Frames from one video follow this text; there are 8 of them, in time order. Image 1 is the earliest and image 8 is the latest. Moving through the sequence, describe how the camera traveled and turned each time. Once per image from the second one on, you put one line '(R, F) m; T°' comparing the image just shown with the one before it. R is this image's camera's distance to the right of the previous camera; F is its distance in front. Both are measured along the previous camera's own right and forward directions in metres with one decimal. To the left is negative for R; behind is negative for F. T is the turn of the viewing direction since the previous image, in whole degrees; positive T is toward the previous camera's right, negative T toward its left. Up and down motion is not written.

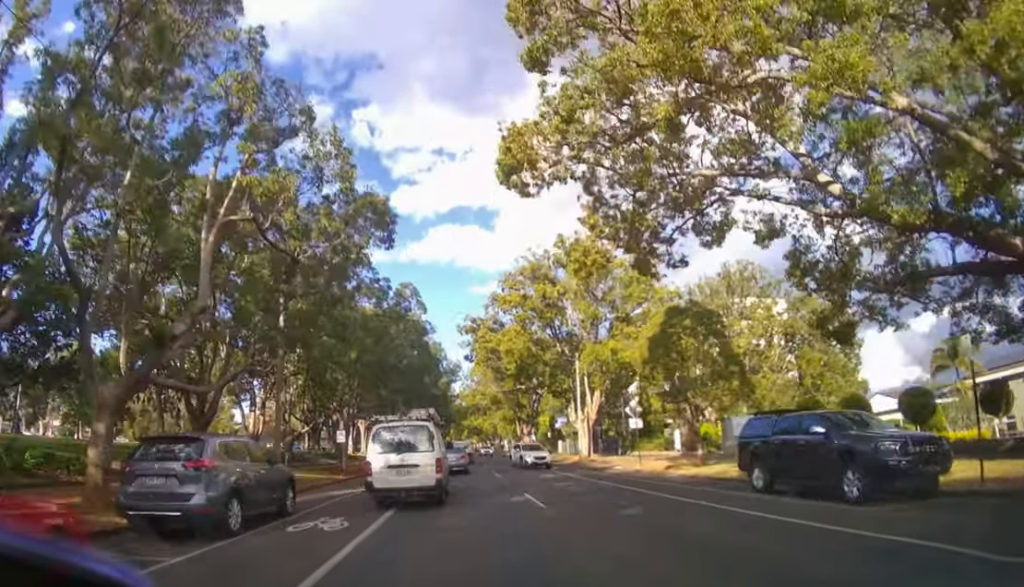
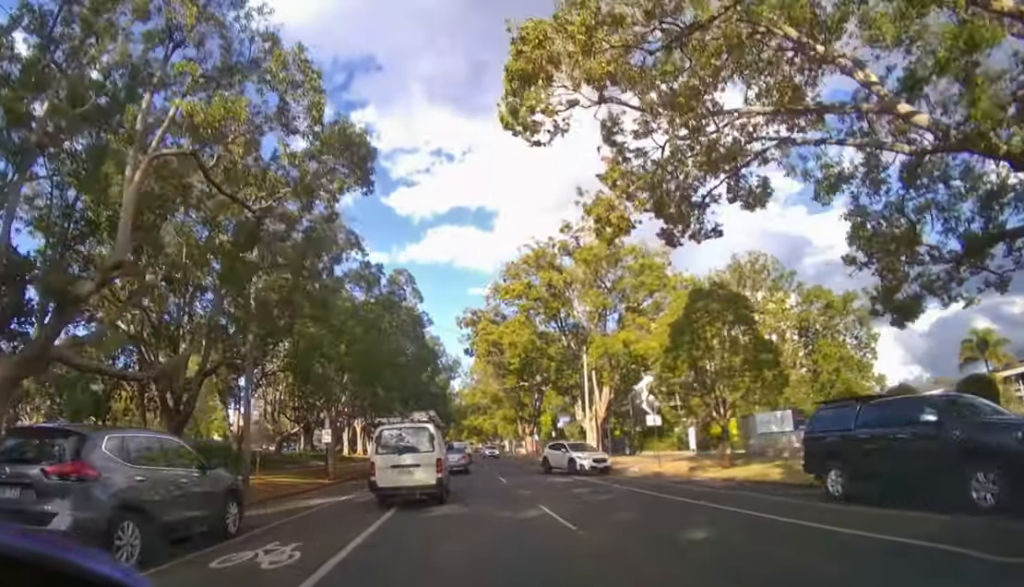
(0.0, +2.7) m; +2°
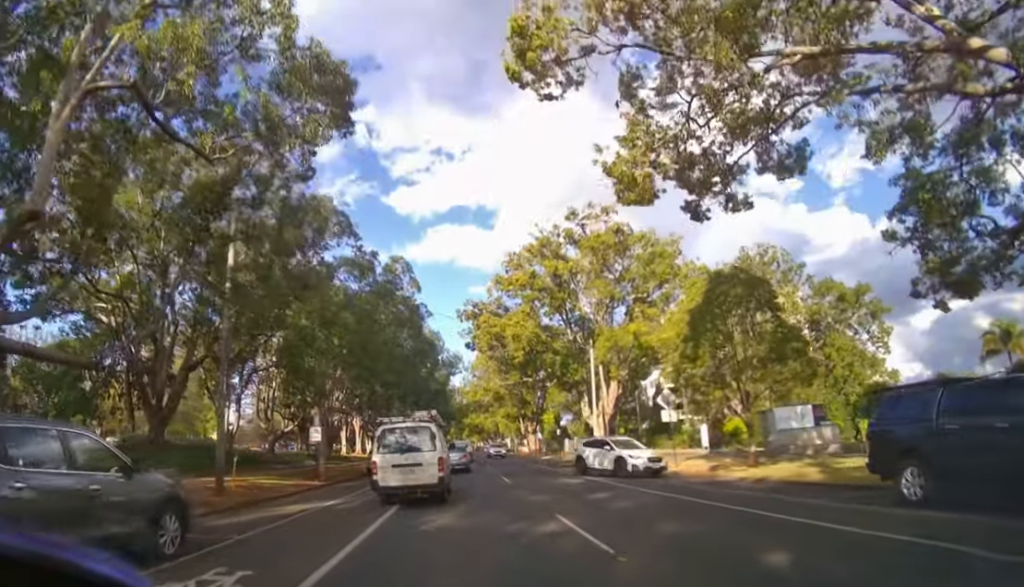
(+0.1, +1.8) m; +1°
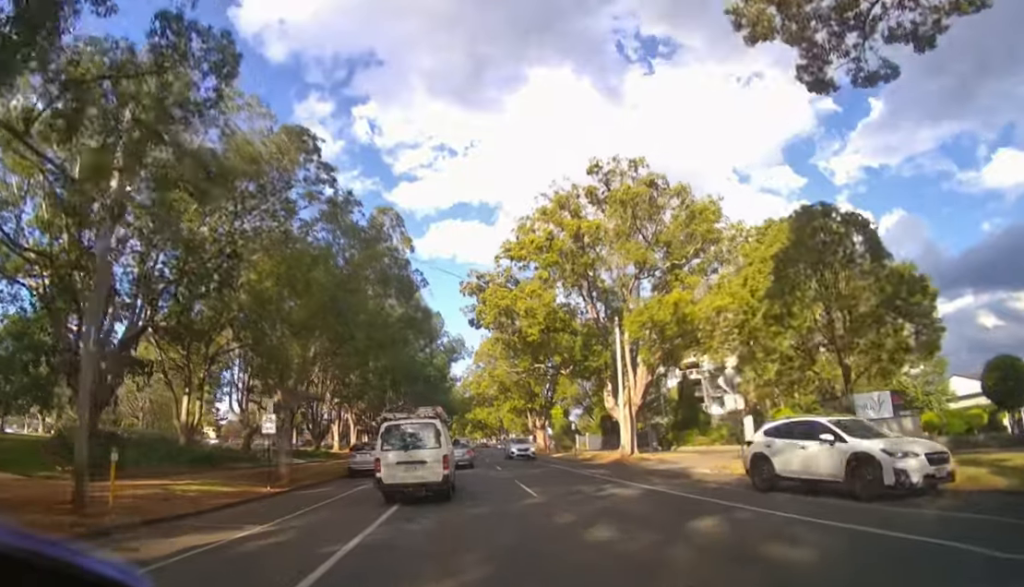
(+0.1, +6.1) m; +1°
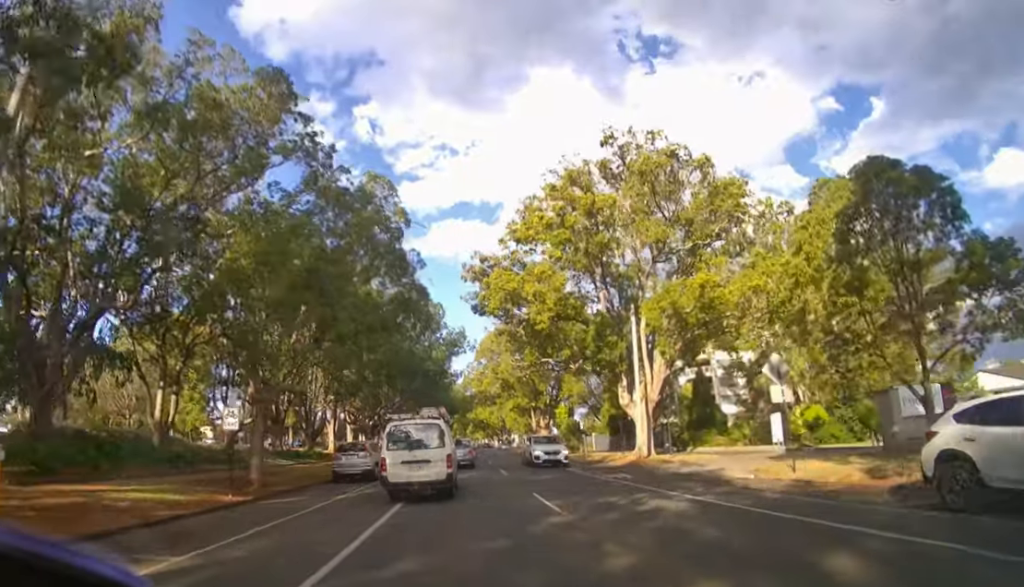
(0.0, +3.0) m; -1°
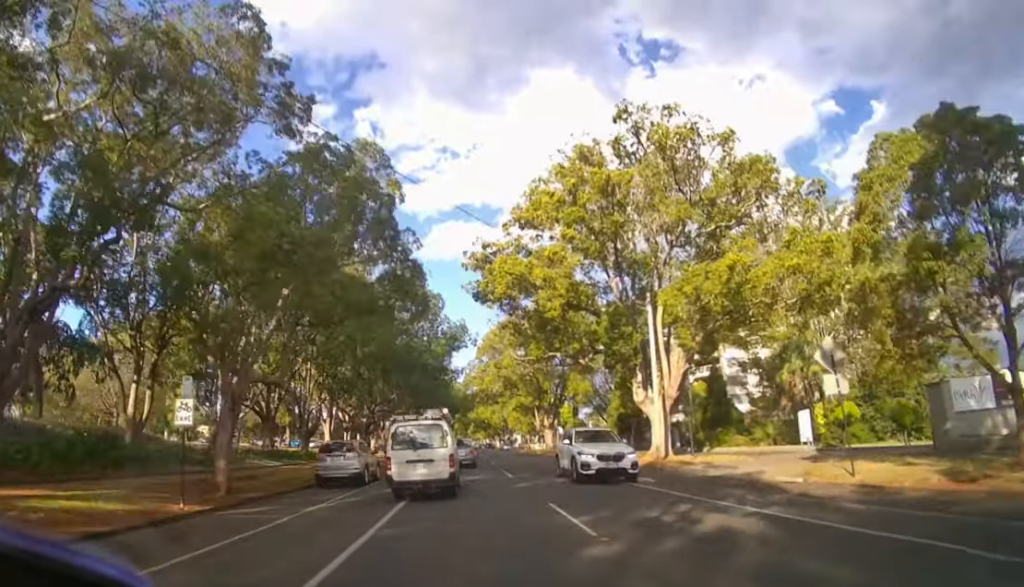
(0.0, +2.5) m; -1°
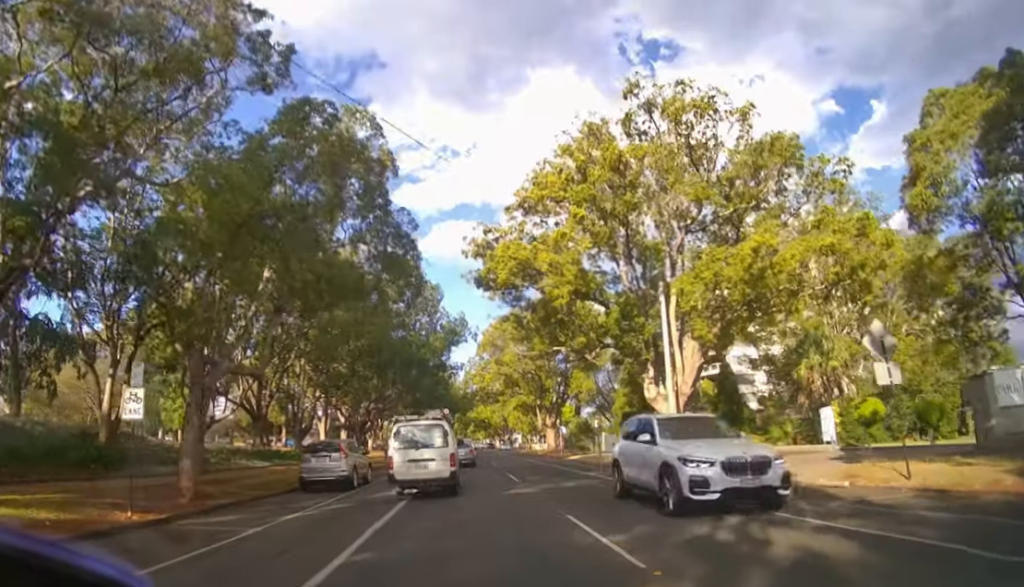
(0.0, +1.7) m; -1°
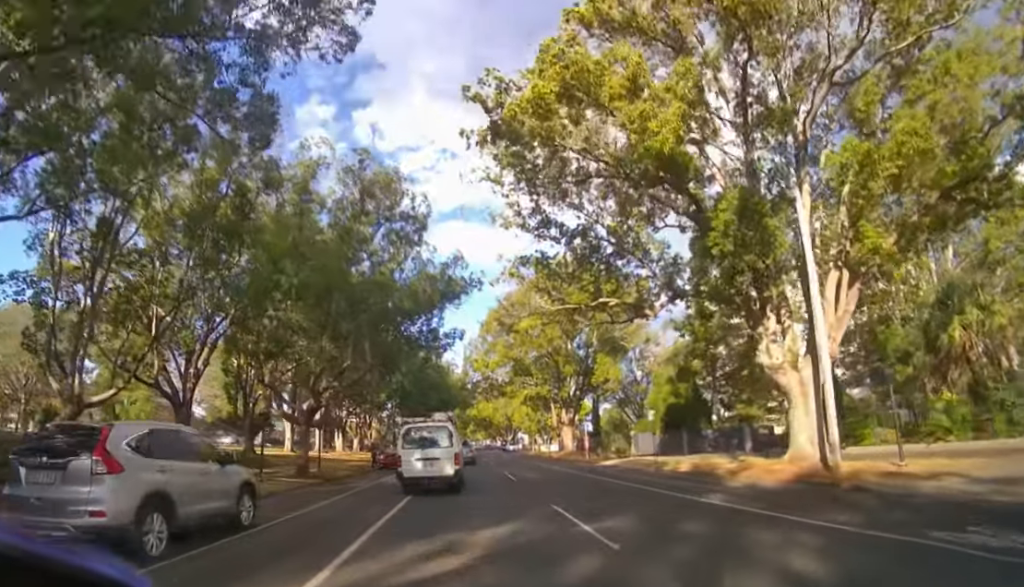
(0.0, +9.6) m; +1°
